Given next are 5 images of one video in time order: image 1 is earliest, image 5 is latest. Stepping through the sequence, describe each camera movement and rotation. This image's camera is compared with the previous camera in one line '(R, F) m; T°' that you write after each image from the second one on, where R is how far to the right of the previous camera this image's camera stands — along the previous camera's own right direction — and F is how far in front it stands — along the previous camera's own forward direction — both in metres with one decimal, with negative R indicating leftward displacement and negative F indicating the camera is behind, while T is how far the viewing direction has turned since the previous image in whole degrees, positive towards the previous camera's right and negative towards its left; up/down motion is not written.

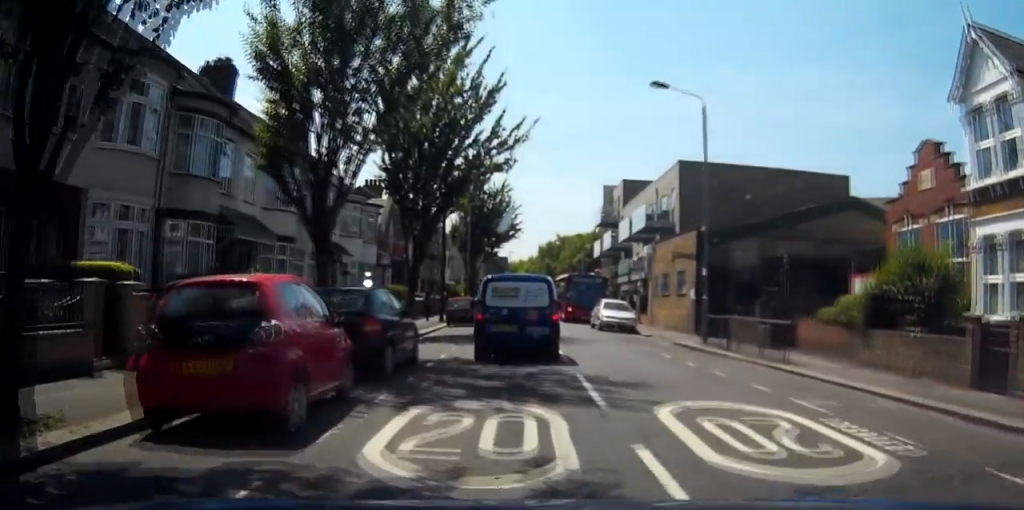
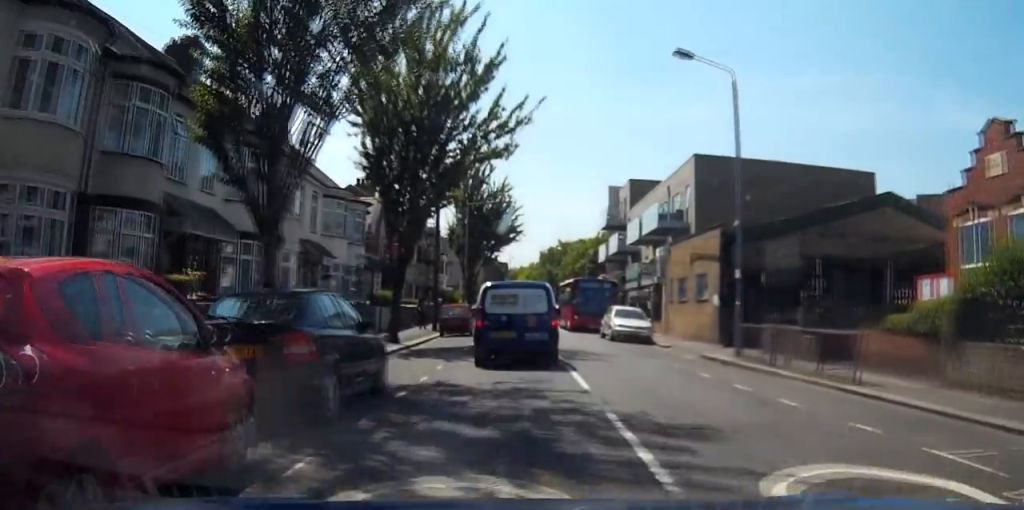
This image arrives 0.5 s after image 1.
(0.0, +3.6) m; 0°
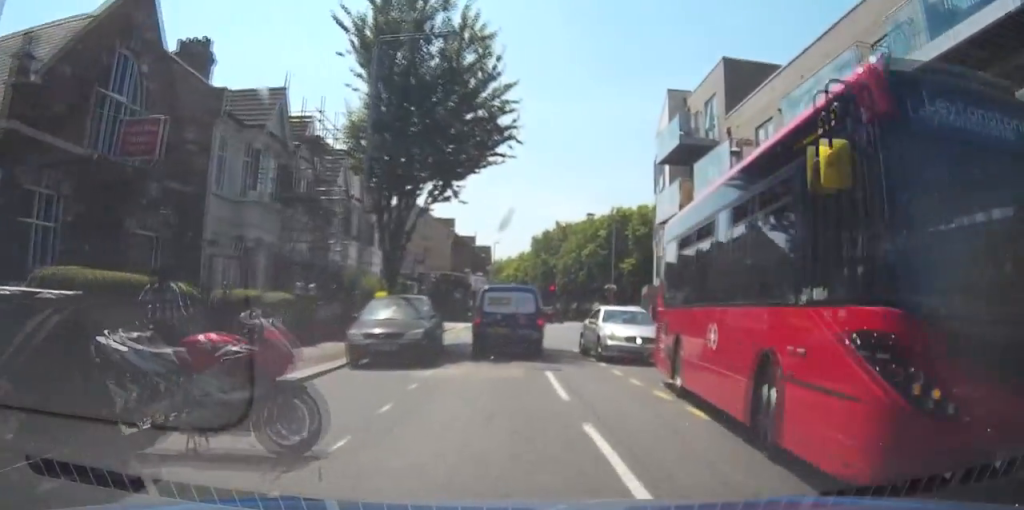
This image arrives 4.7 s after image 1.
(+0.2, +32.0) m; +1°
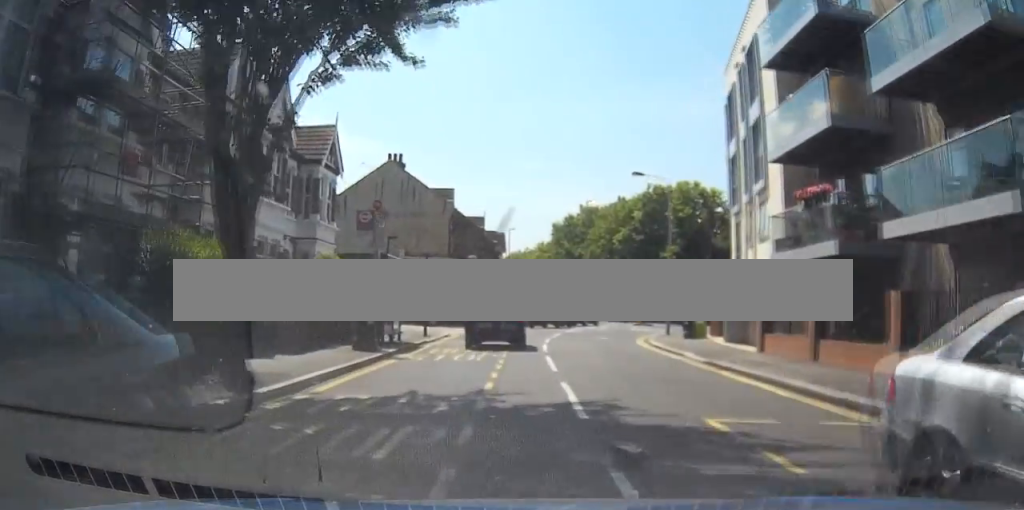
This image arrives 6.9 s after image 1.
(-0.3, +14.8) m; -4°
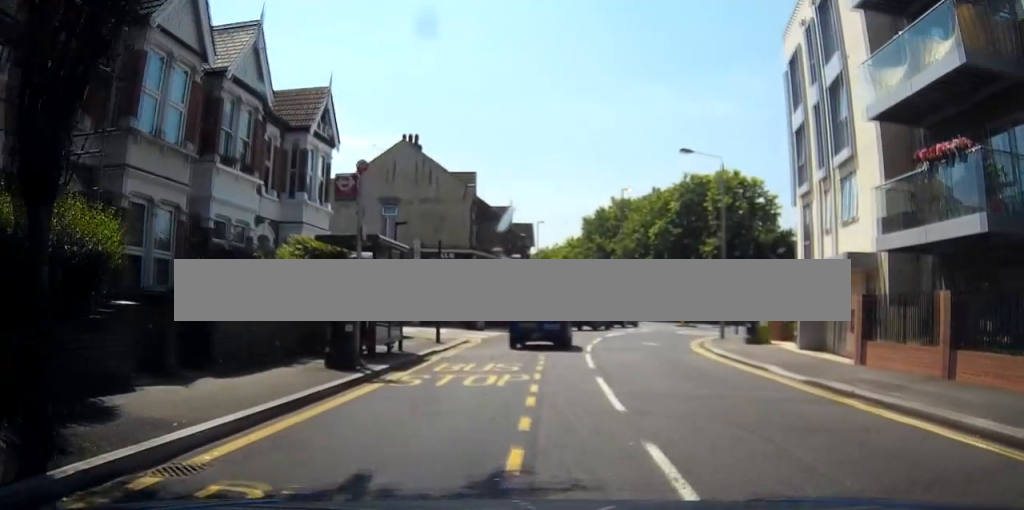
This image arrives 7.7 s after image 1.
(-0.1, +5.1) m; -2°
